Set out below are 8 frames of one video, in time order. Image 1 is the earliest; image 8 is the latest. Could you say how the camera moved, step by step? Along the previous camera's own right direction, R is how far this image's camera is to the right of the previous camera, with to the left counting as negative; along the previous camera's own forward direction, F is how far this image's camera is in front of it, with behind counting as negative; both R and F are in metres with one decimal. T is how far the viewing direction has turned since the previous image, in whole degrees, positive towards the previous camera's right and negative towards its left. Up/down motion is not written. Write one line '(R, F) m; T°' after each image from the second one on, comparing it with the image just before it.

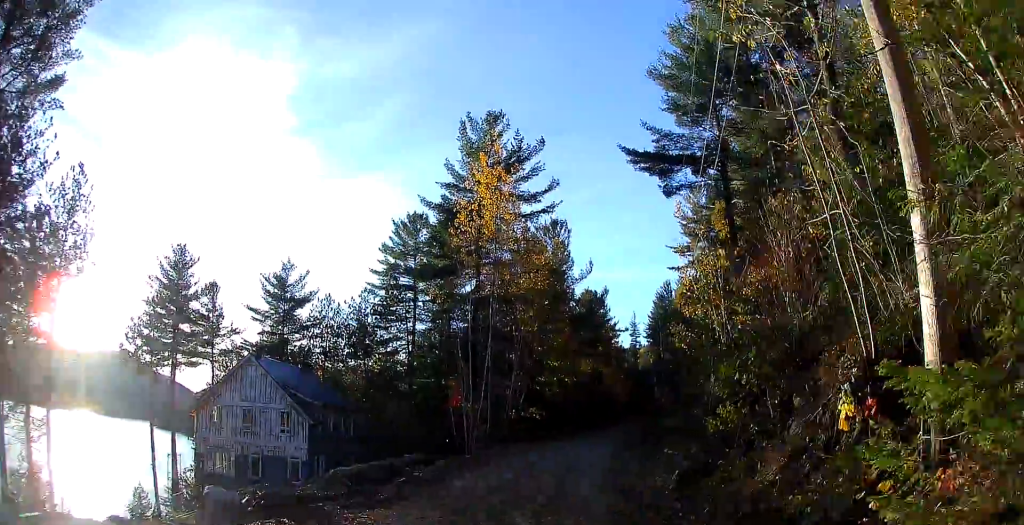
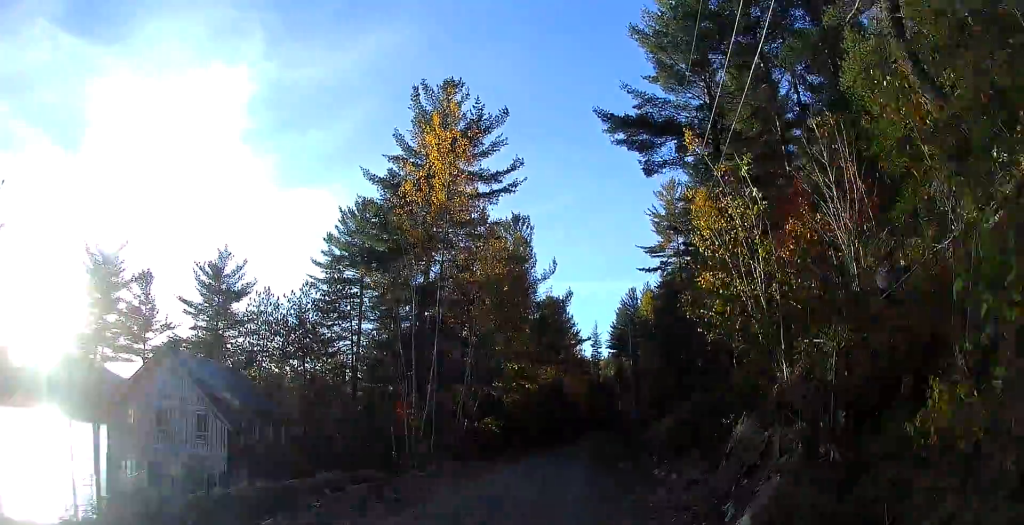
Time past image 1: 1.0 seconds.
(+0.3, +5.8) m; +2°
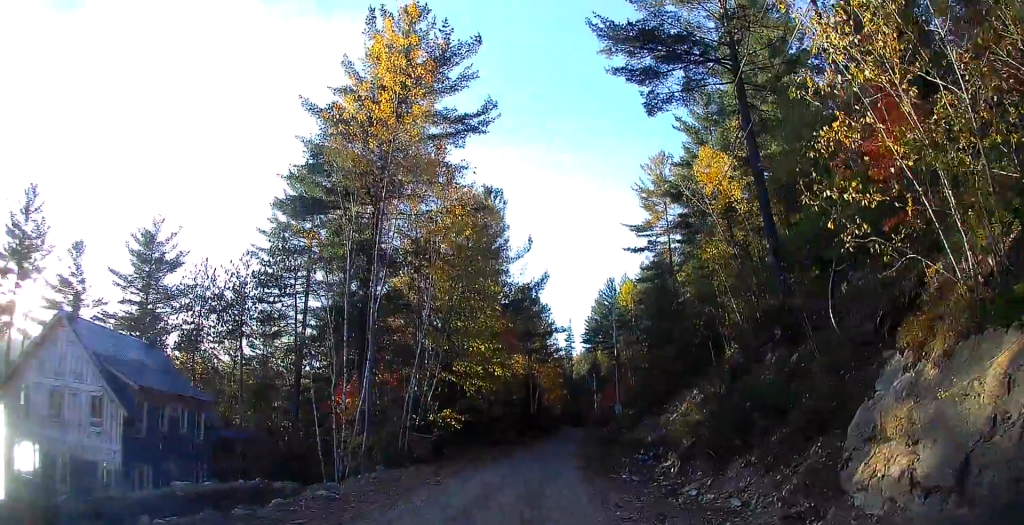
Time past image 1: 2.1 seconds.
(-0.1, +7.4) m; -1°
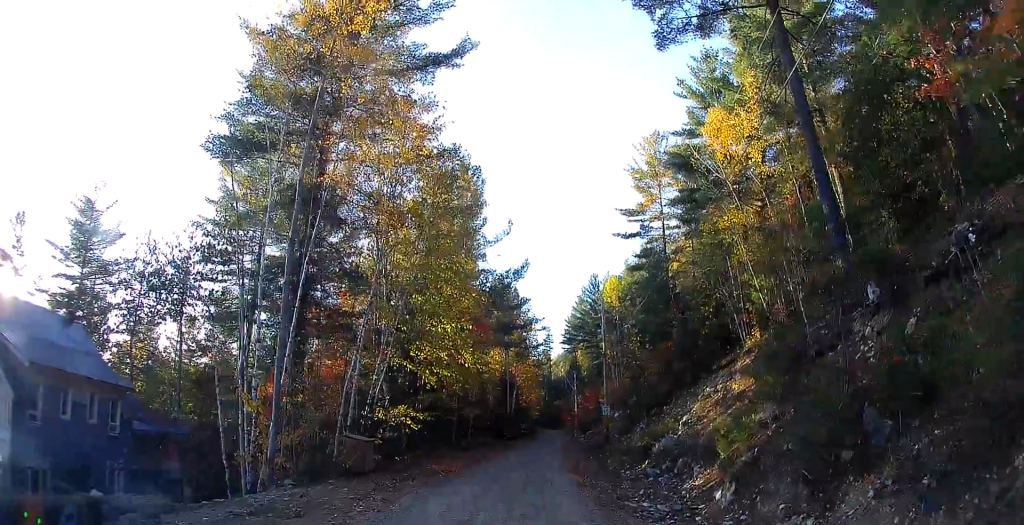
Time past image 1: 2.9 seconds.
(0.0, +6.2) m; +2°
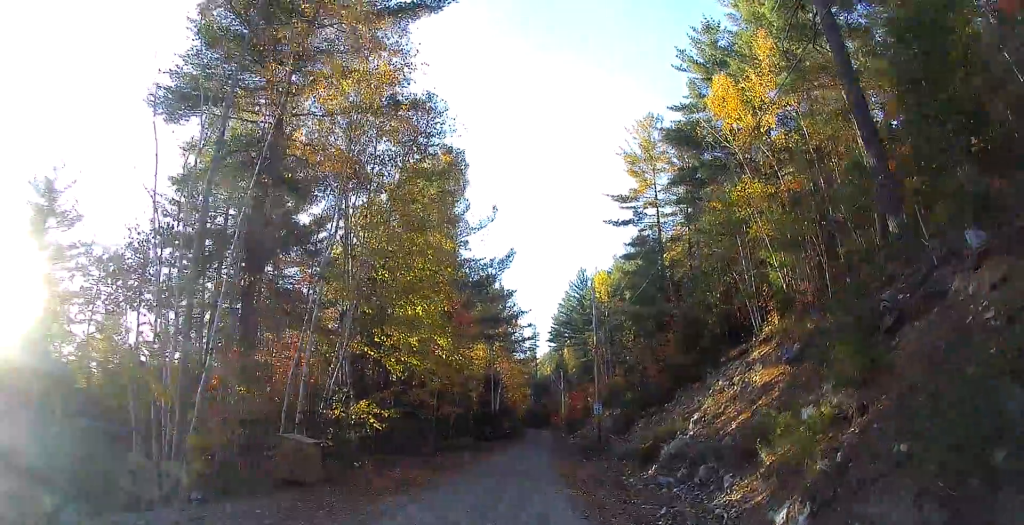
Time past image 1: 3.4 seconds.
(0.0, +3.7) m; +2°
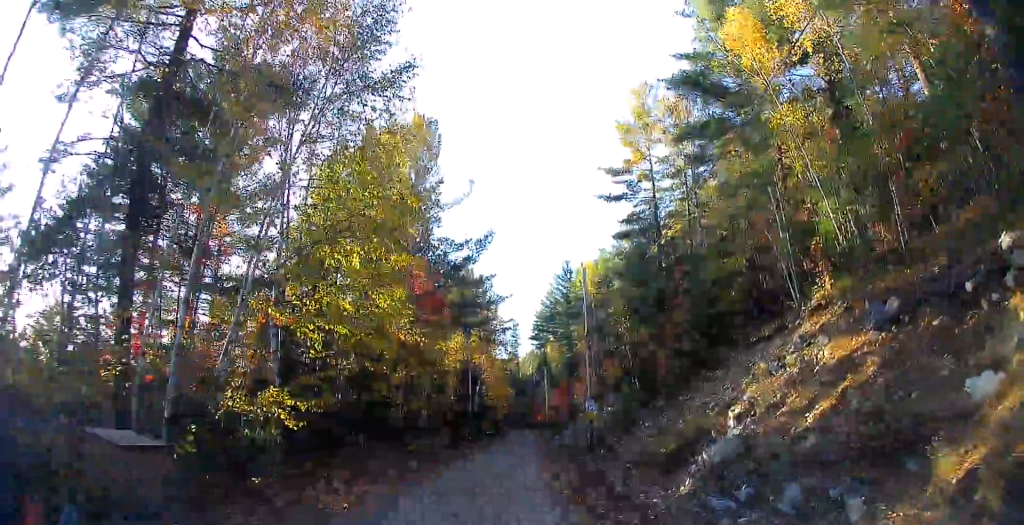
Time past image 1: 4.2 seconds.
(+0.1, +6.2) m; +3°
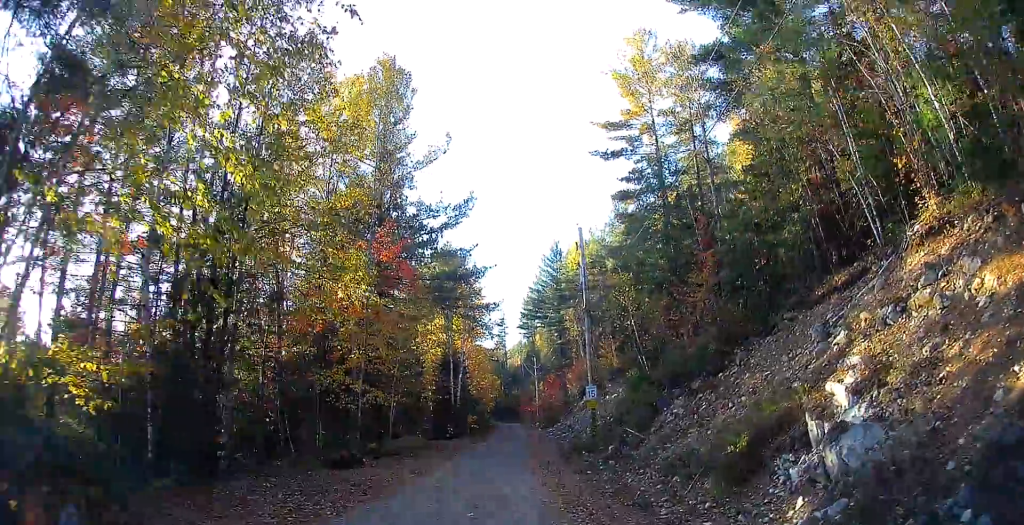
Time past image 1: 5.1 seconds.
(+0.2, +6.6) m; -1°
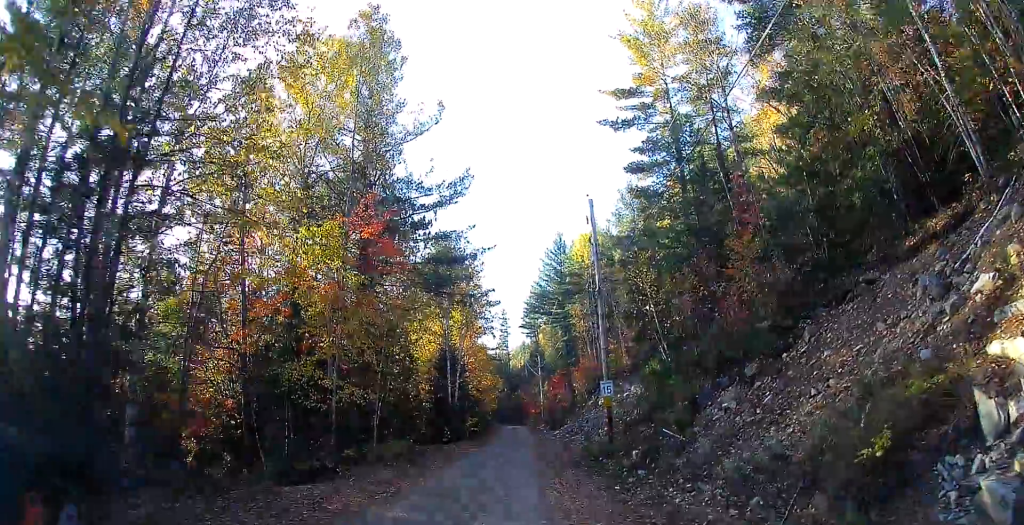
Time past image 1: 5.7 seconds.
(-0.1, +4.6) m; 0°
